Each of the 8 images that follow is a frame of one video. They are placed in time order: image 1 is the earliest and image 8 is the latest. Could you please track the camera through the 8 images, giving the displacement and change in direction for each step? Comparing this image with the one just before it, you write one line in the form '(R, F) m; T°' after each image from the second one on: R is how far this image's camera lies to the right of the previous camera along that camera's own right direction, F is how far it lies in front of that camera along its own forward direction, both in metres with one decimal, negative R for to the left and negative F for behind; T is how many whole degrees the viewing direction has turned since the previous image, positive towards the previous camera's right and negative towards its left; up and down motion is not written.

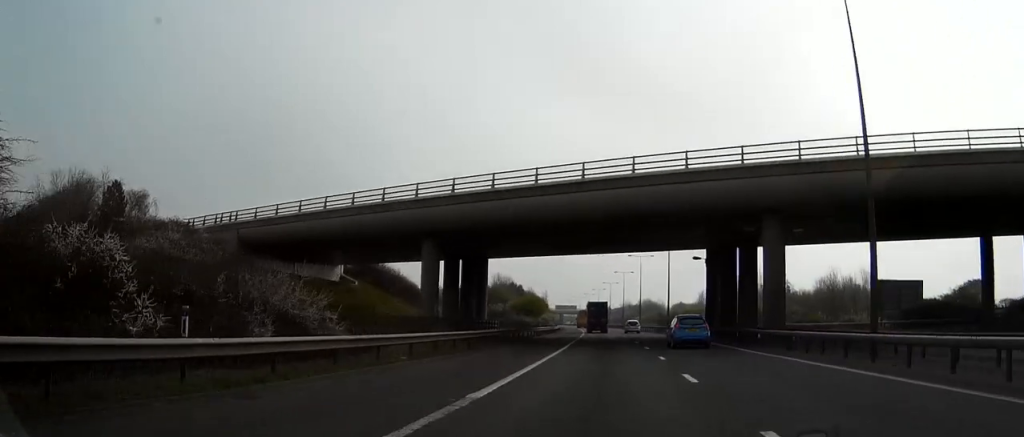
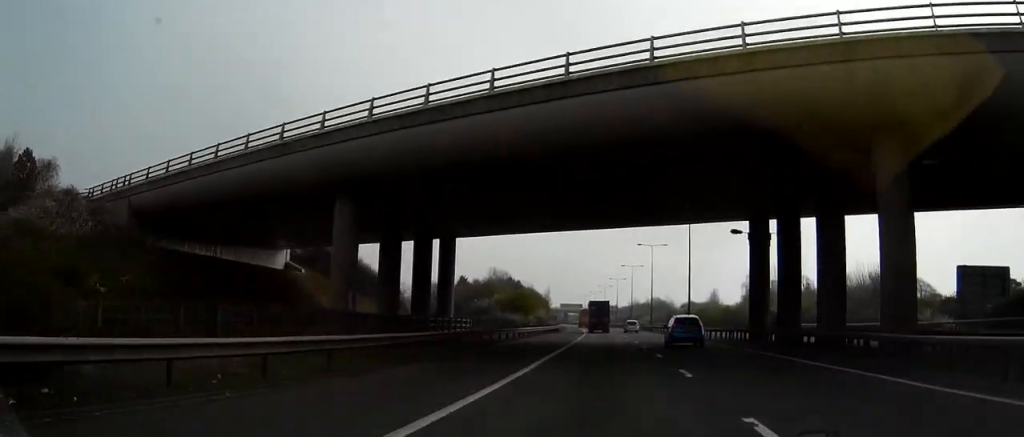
(-0.1, +16.7) m; -1°
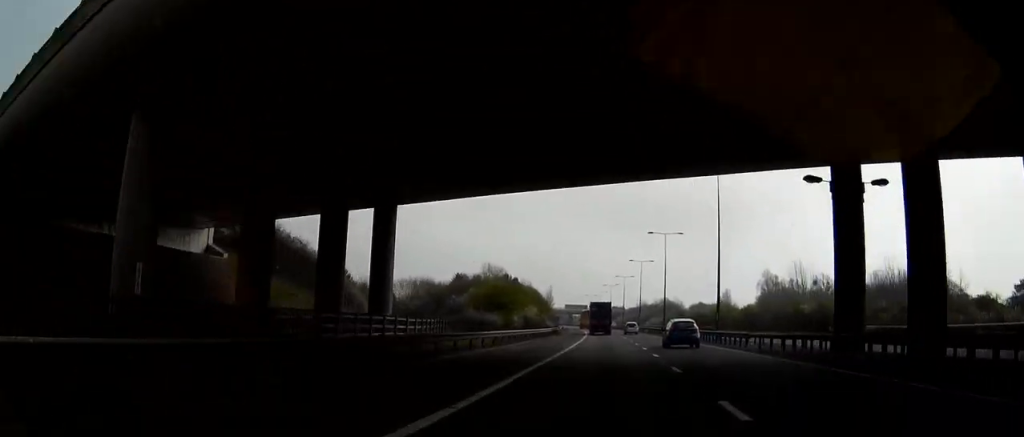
(-0.1, +15.7) m; 0°
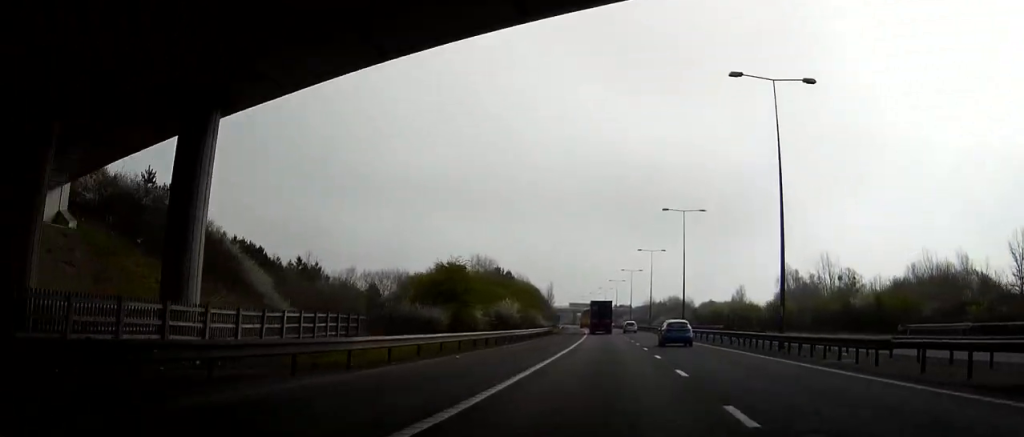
(-0.1, +18.5) m; 0°
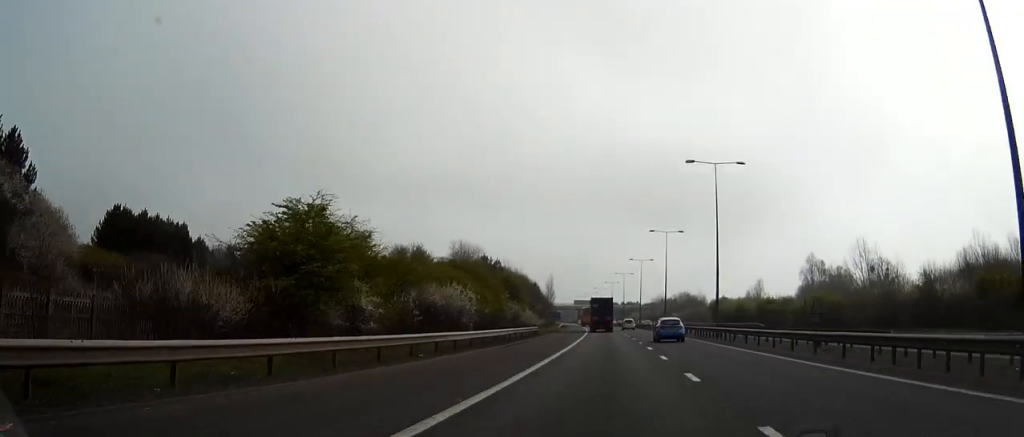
(+0.1, +20.5) m; 0°
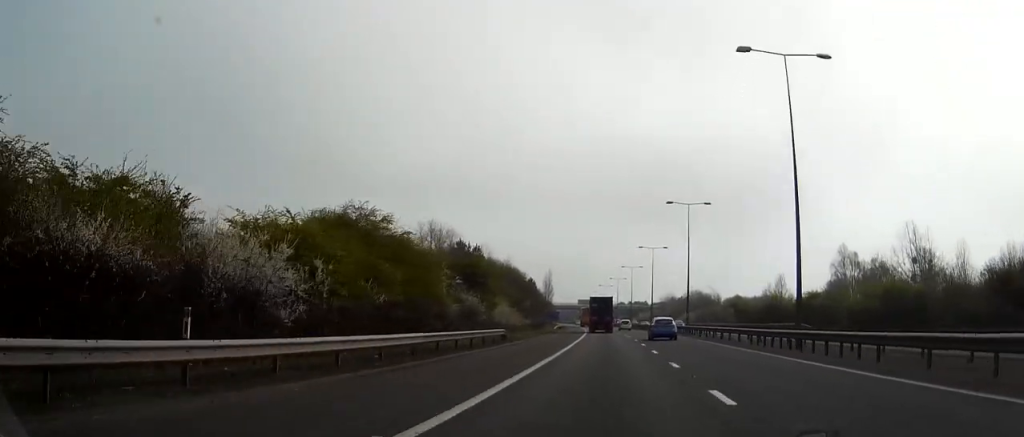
(-0.3, +22.5) m; -1°
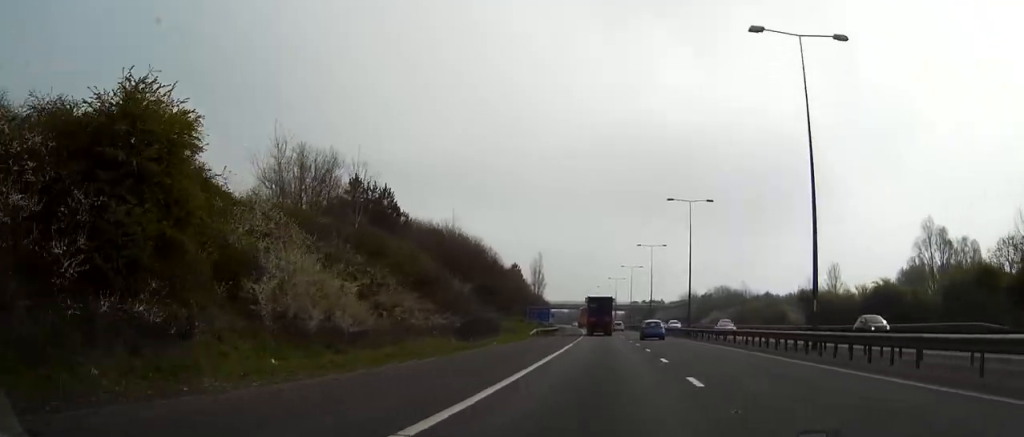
(-0.5, +43.2) m; -1°
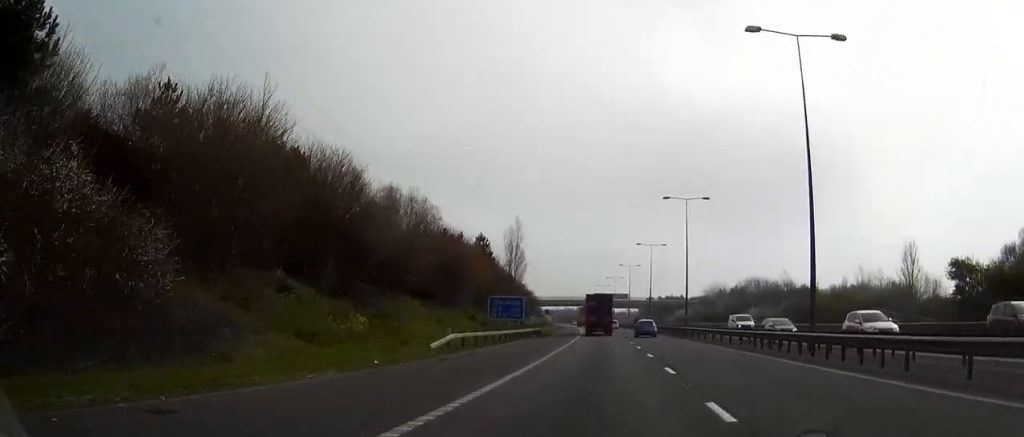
(-0.5, +40.1) m; -1°
